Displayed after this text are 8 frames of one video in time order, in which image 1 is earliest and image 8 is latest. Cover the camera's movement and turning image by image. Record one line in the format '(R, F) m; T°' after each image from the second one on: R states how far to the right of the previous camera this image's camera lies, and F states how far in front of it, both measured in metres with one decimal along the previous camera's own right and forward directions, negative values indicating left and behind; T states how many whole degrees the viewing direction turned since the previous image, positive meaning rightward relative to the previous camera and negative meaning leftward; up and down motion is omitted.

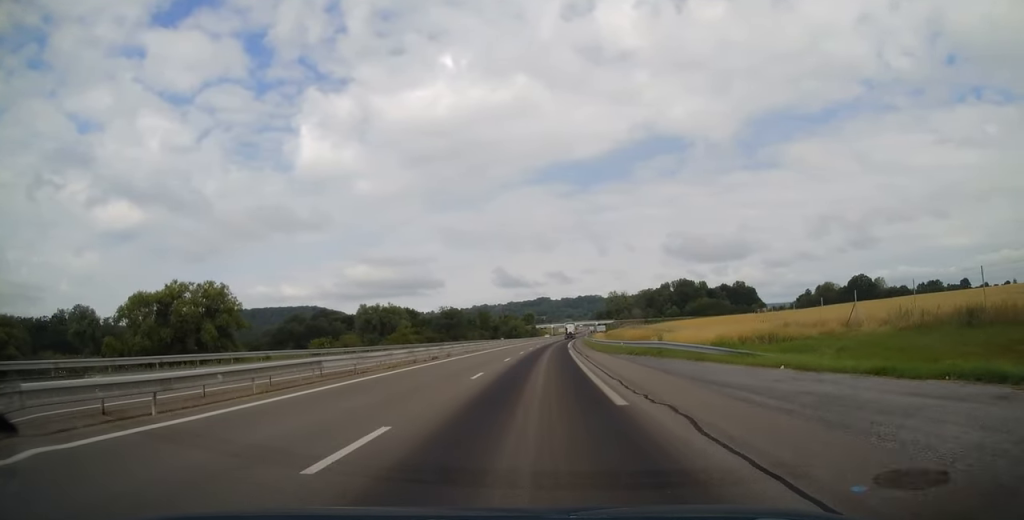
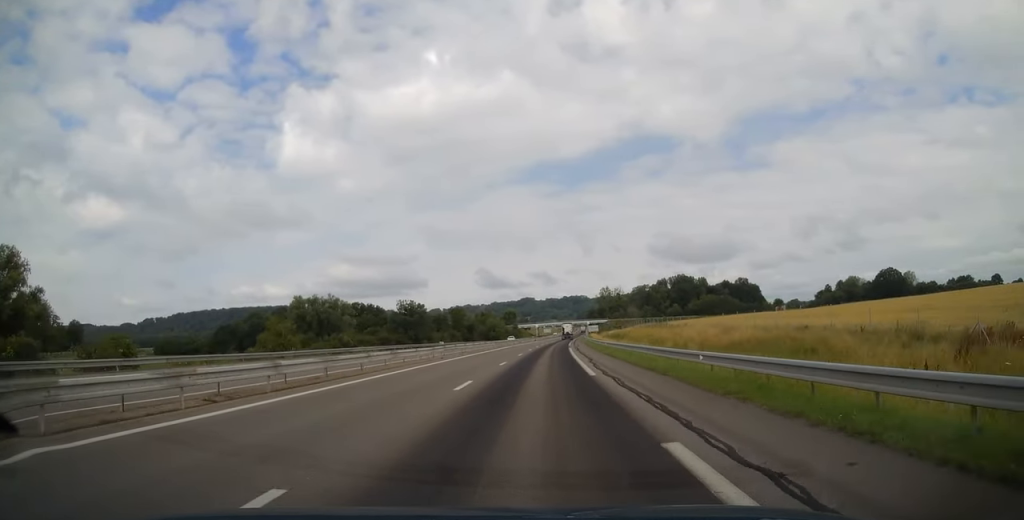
(0.0, +42.7) m; +1°
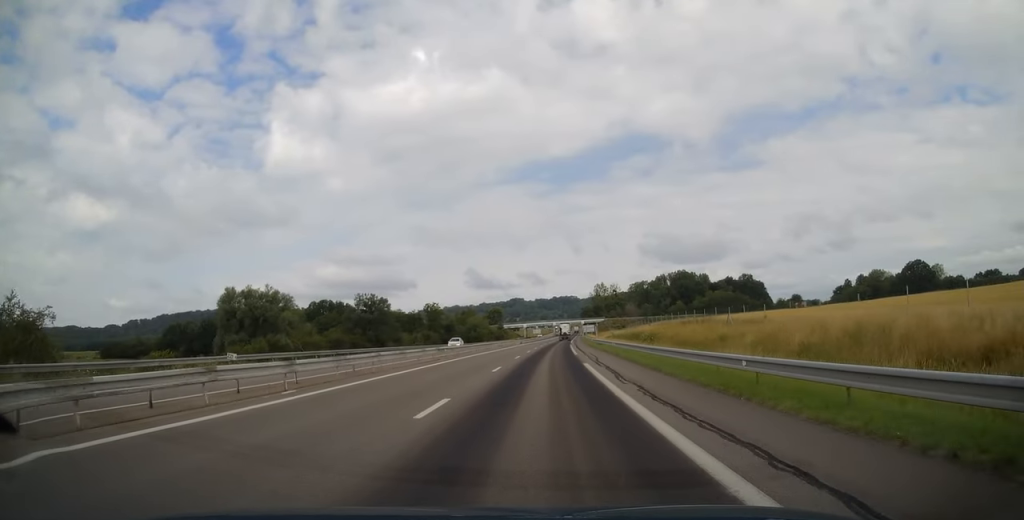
(+0.6, +31.0) m; +2°
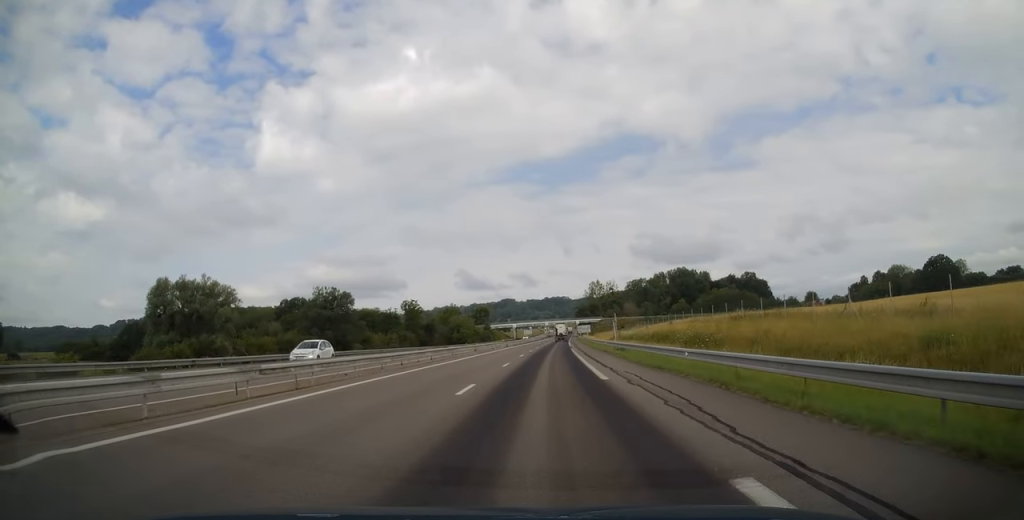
(+0.3, +22.1) m; +1°
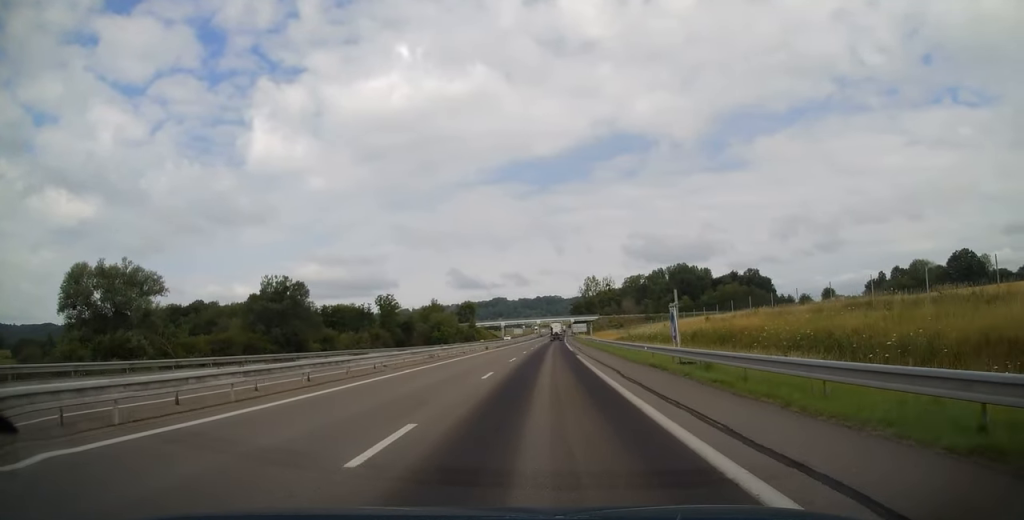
(+0.1, +20.6) m; 0°
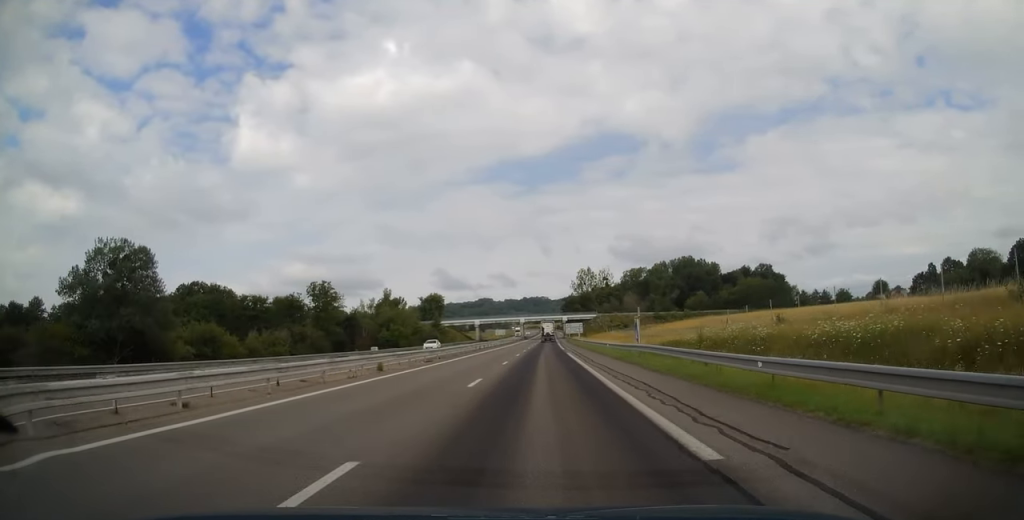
(0.0, +41.7) m; 0°
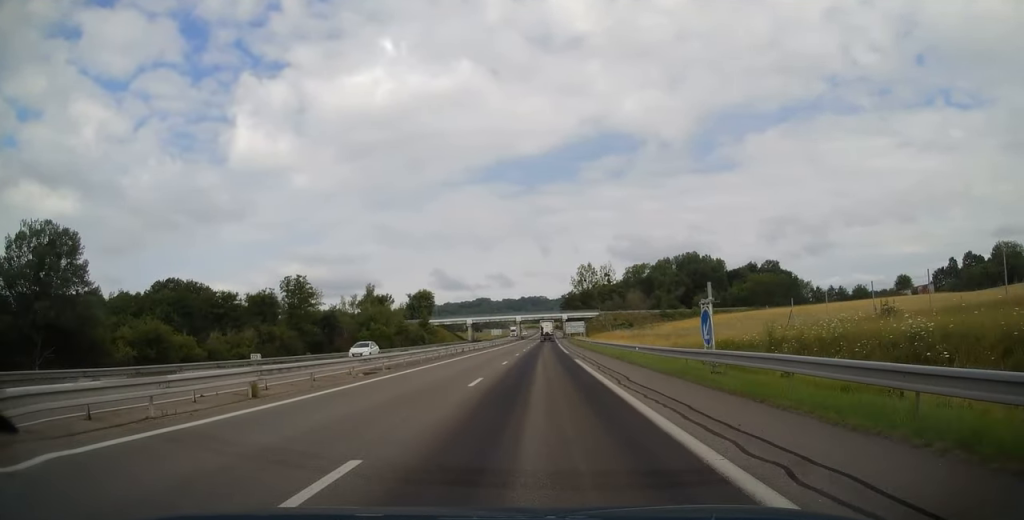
(0.0, +12.8) m; 0°
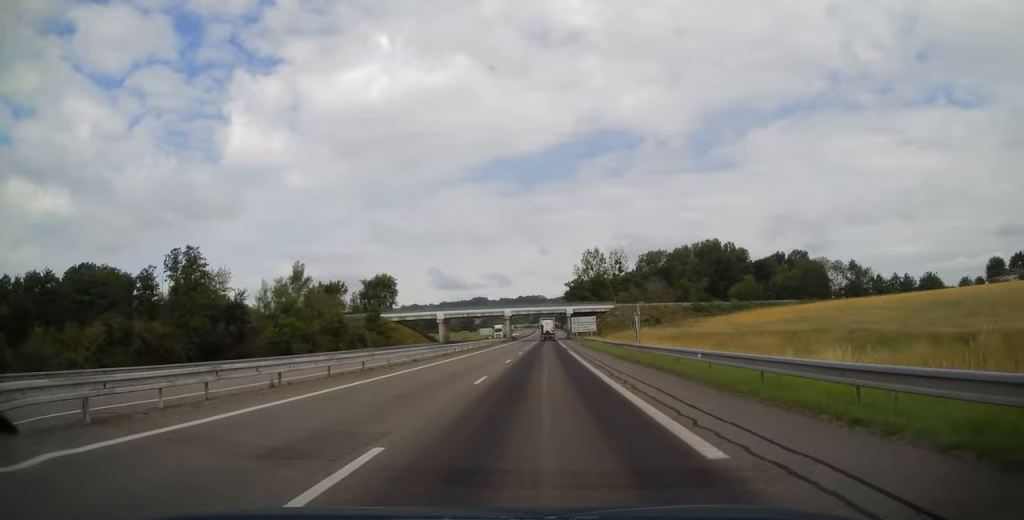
(+0.1, +38.2) m; 0°
